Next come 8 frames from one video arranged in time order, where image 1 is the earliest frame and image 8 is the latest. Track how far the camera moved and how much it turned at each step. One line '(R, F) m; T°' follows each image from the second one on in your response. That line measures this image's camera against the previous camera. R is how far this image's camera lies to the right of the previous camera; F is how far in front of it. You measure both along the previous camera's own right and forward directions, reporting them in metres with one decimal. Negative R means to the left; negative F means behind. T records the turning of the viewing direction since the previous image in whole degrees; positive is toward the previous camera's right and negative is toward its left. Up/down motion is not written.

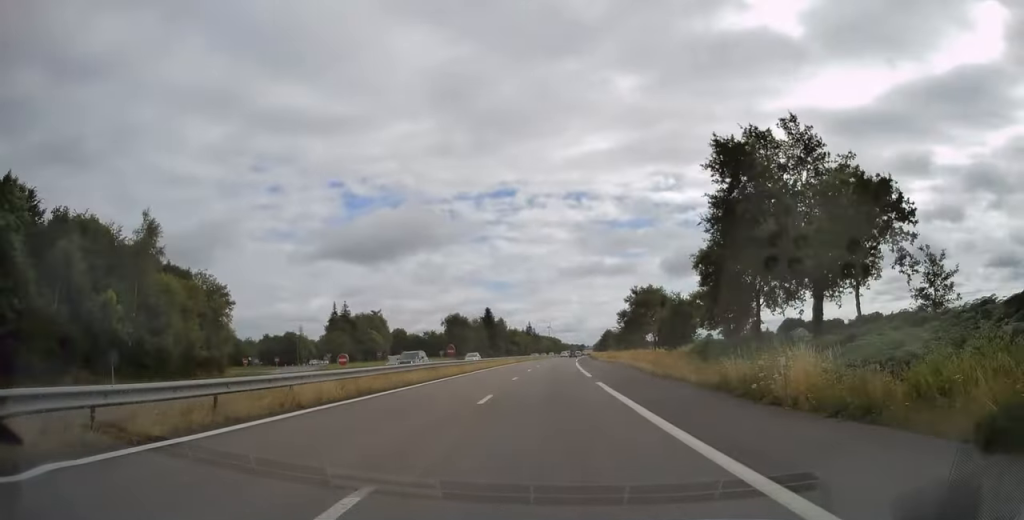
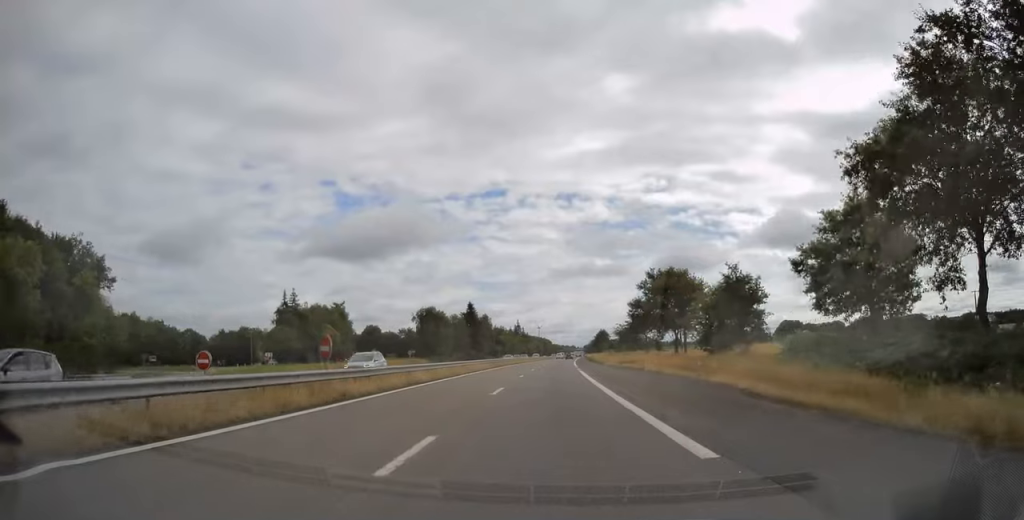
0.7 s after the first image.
(-0.1, +22.2) m; +1°
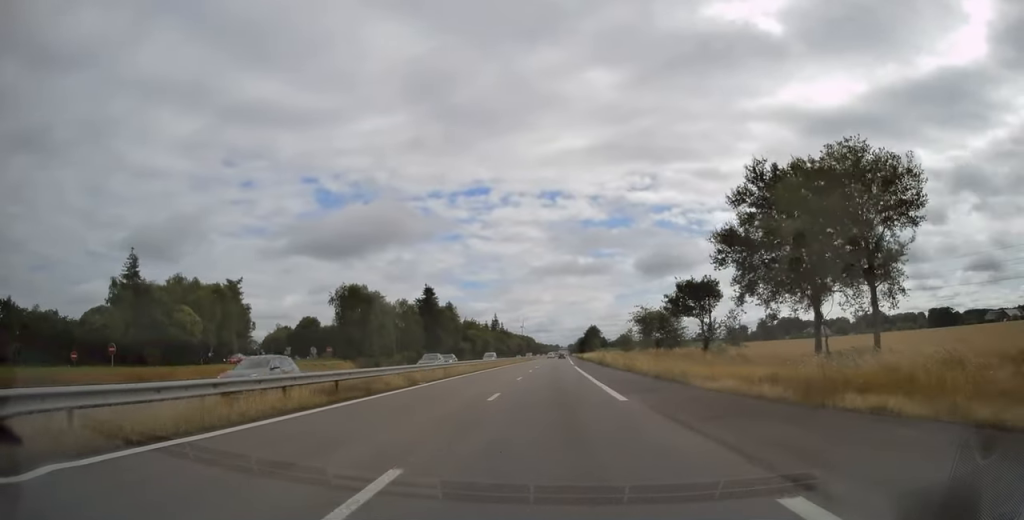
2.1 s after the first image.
(+0.7, +41.9) m; +1°
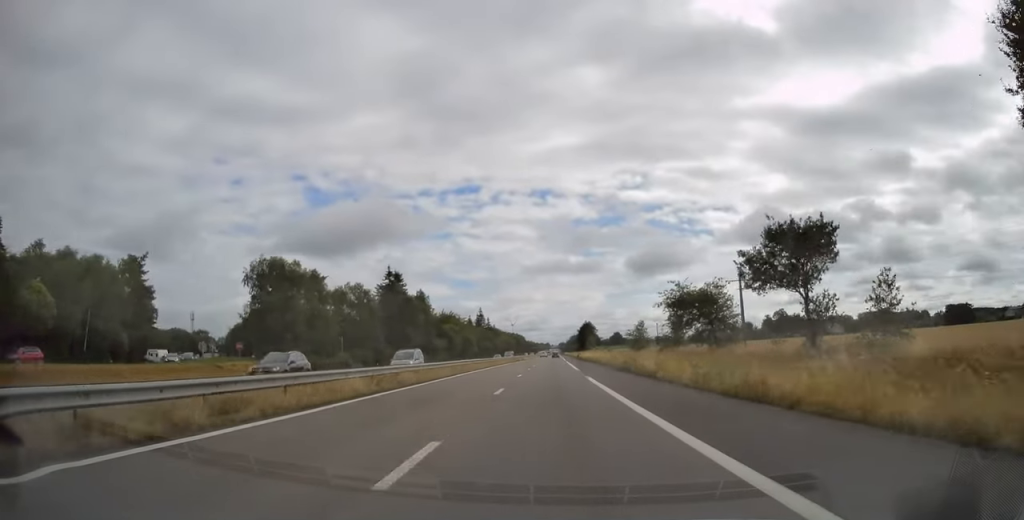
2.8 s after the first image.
(0.0, +23.9) m; +1°
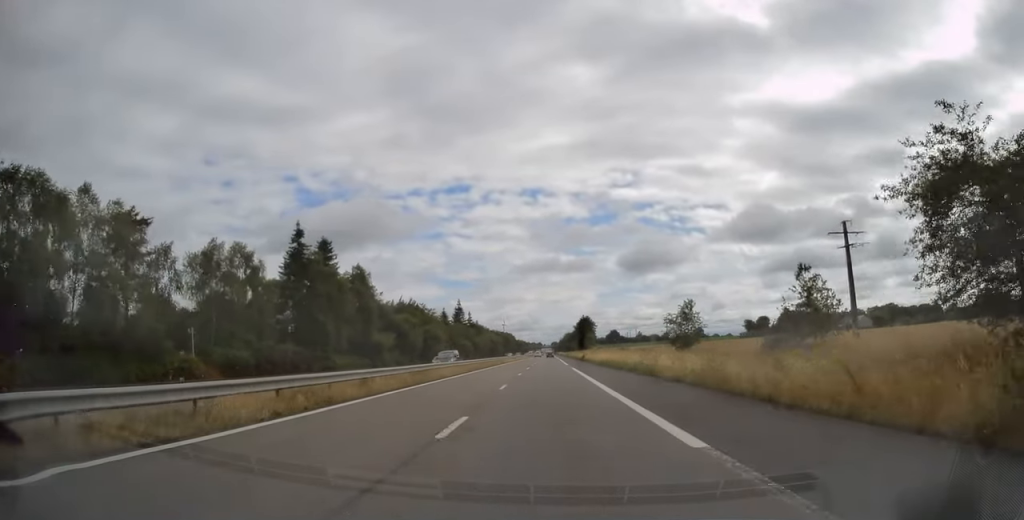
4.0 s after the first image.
(+0.7, +36.4) m; +2°
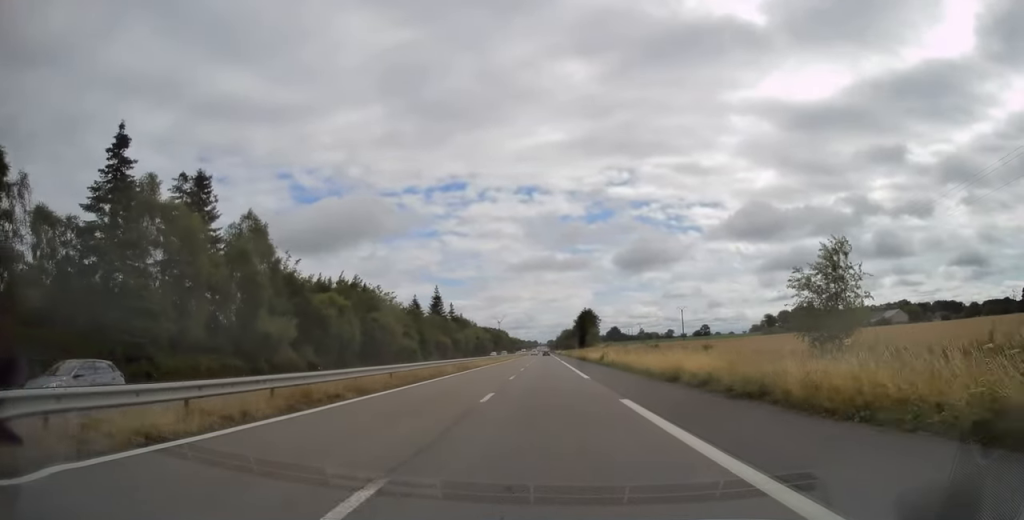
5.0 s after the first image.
(+0.4, +32.2) m; +1°
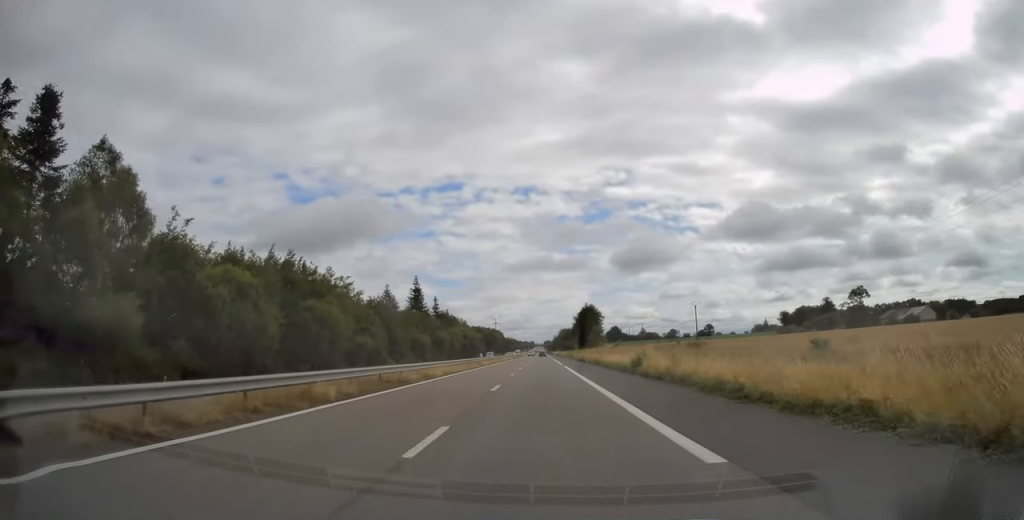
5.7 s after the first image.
(+0.1, +21.3) m; 0°
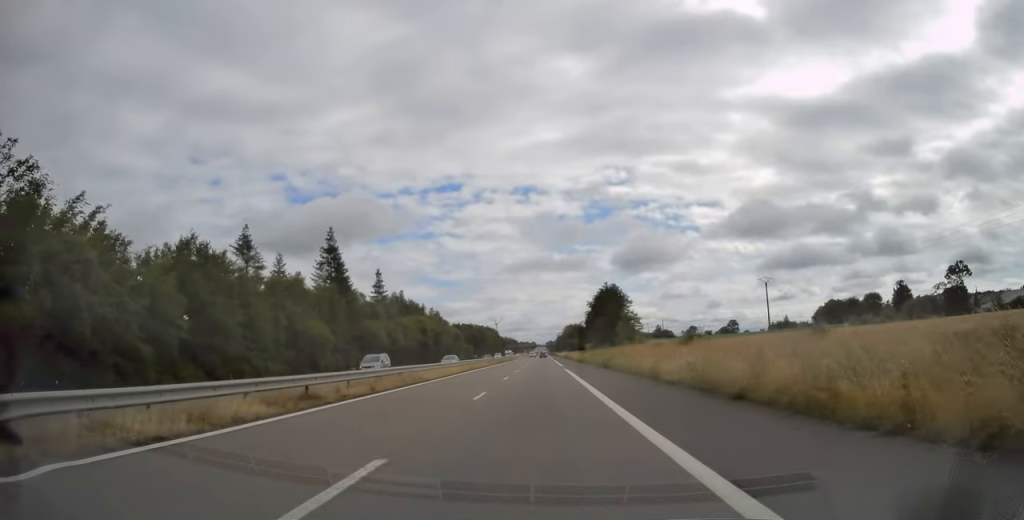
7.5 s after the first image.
(0.0, +55.7) m; 0°
